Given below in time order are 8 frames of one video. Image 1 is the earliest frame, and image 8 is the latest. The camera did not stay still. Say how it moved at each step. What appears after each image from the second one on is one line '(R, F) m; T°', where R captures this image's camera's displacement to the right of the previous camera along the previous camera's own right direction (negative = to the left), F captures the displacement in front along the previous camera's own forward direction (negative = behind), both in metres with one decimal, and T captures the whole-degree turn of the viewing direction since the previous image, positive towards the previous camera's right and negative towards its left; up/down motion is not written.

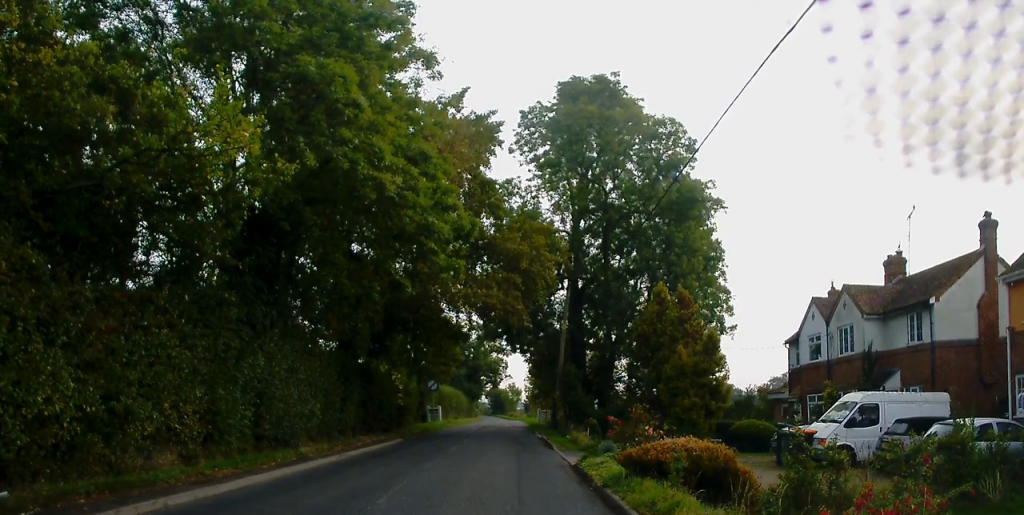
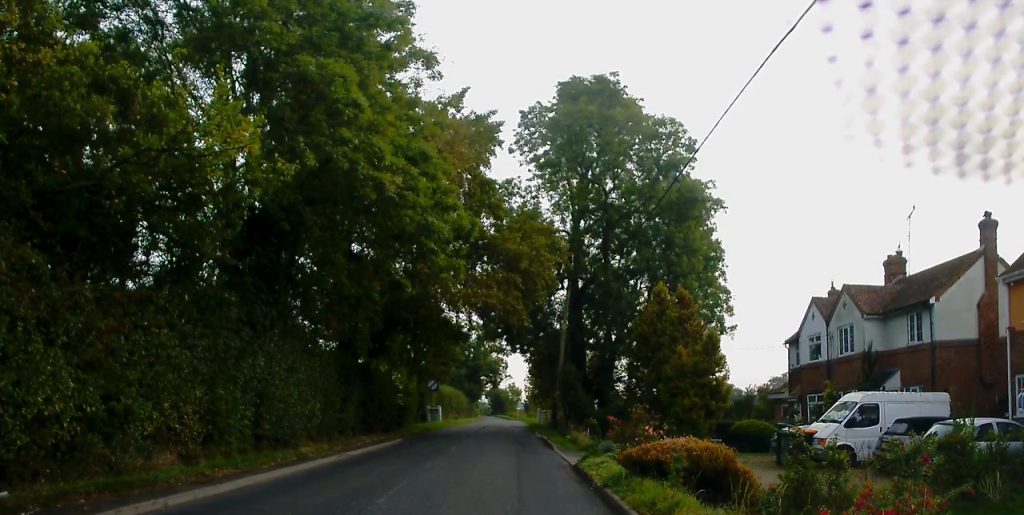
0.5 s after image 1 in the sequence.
(0.0, 0.0) m; 0°
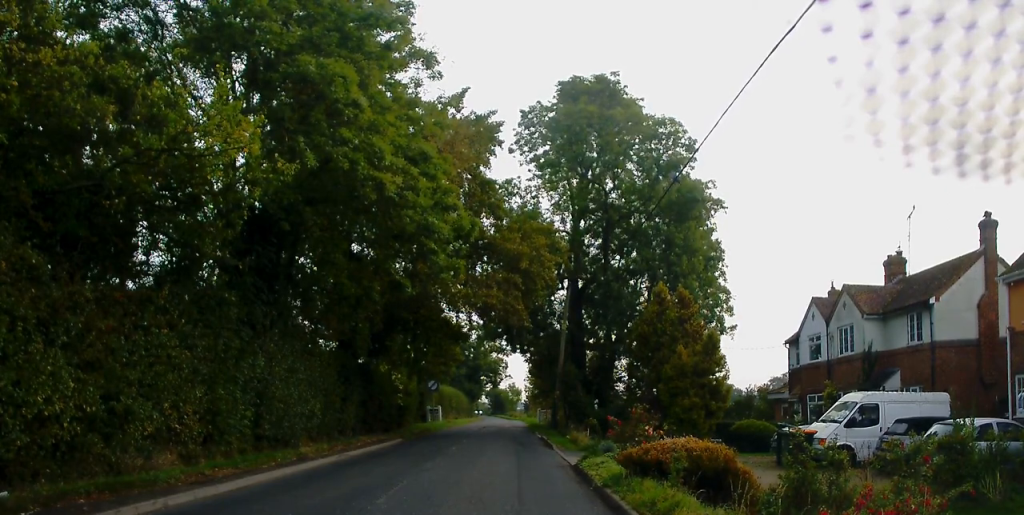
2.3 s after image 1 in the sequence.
(-0.2, +0.2) m; 0°
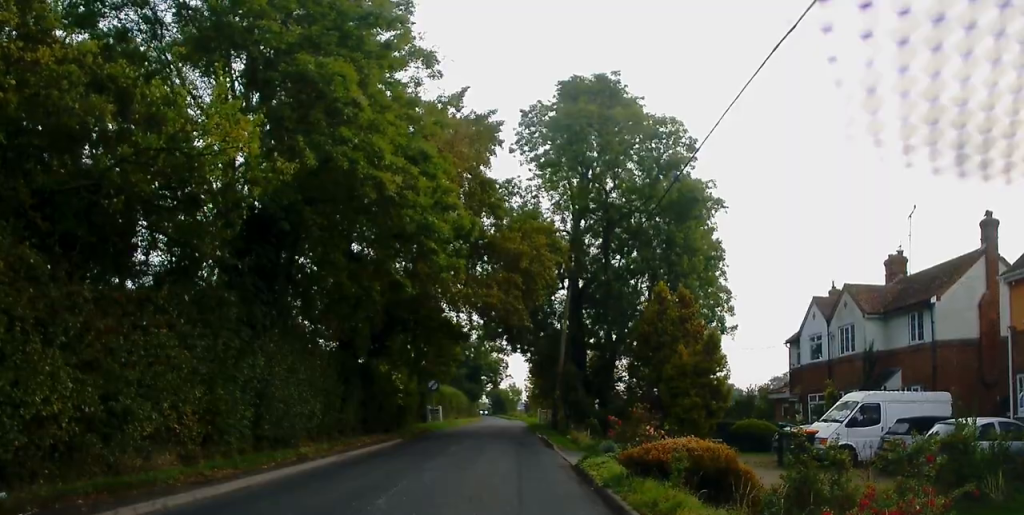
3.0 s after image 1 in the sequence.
(-0.1, +0.1) m; 0°
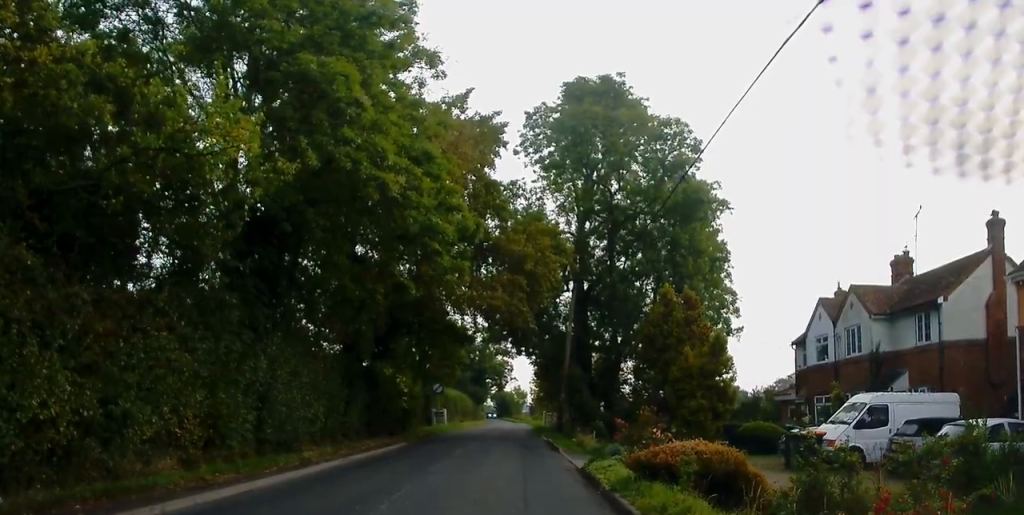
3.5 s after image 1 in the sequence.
(-0.1, +0.2) m; 0°
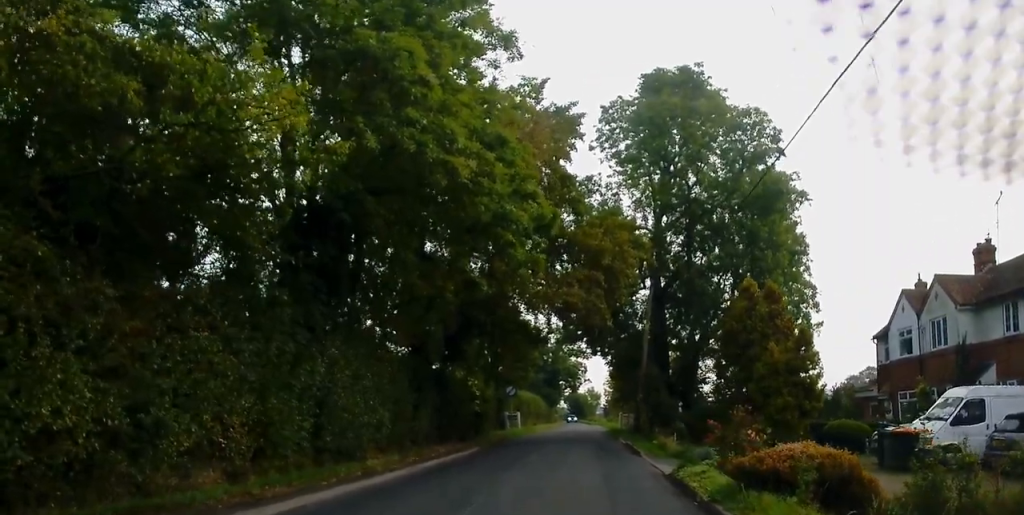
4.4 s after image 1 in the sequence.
(+0.1, +0.9) m; 0°
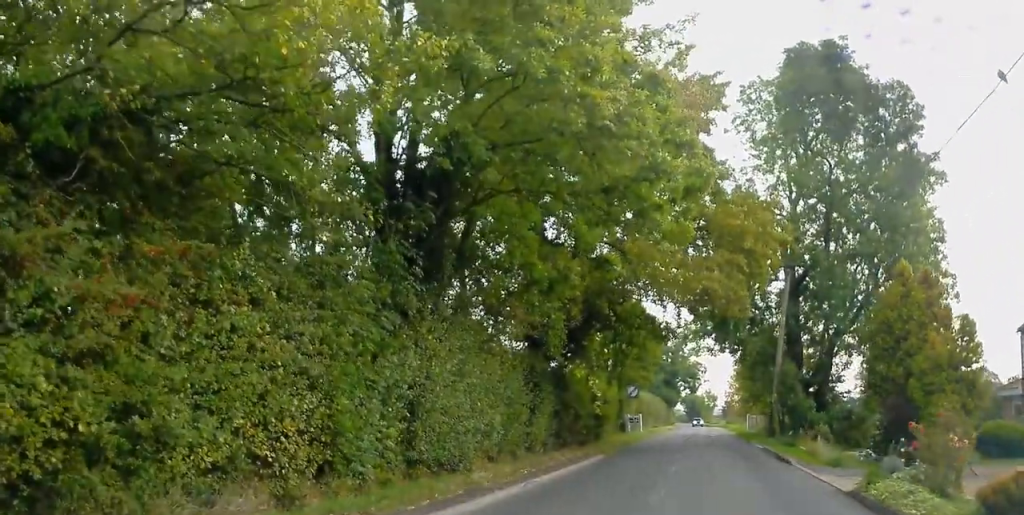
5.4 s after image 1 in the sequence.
(0.0, +2.5) m; -4°
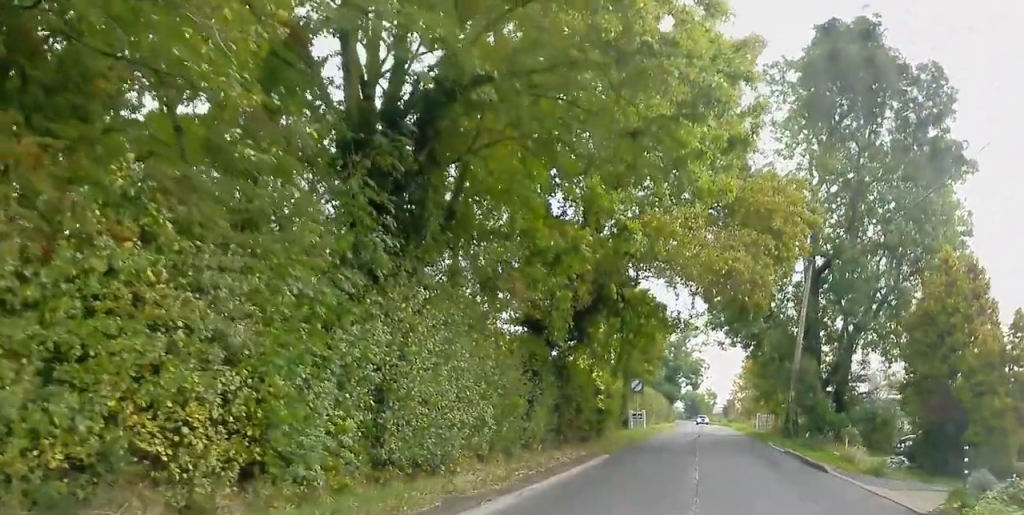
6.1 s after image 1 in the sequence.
(-0.1, +2.3) m; -3°
